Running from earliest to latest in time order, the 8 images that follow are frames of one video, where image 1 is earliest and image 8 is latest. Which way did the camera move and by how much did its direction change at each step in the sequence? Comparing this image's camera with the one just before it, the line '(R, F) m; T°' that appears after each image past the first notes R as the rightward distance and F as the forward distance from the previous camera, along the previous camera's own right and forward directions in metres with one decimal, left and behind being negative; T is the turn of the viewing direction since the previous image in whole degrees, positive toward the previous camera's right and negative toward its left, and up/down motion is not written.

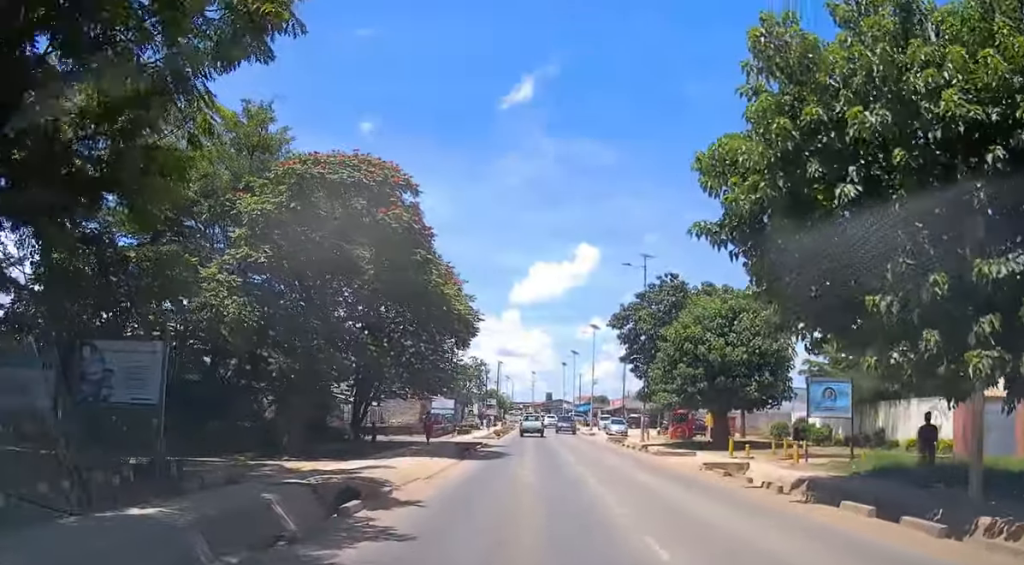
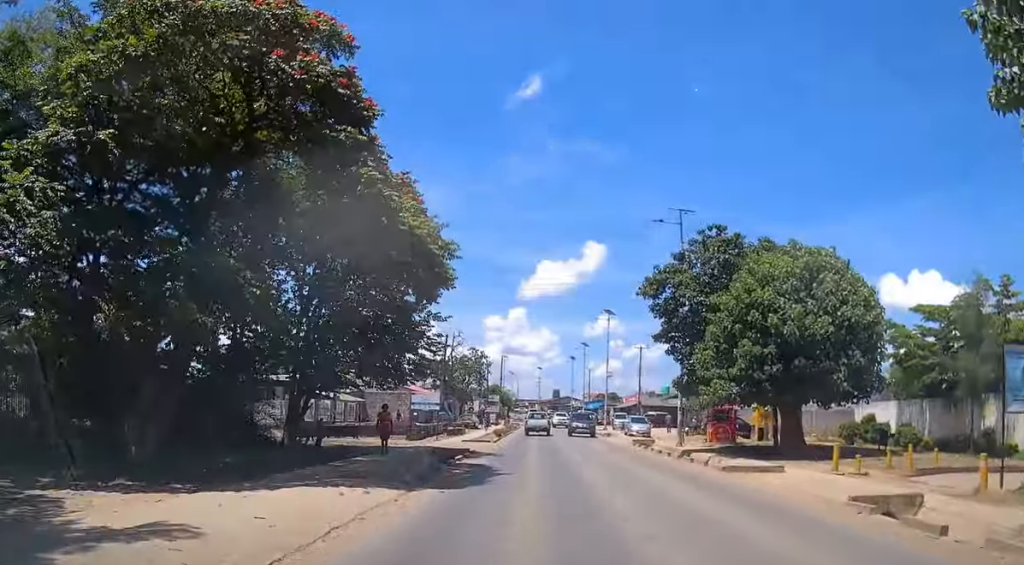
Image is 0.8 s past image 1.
(0.0, +9.9) m; 0°
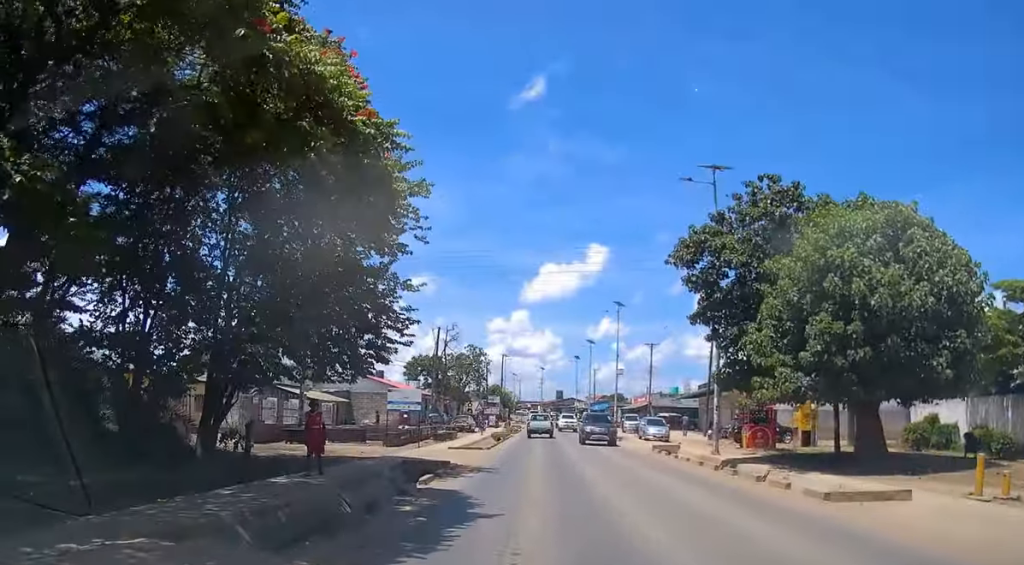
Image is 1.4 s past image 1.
(0.0, +6.7) m; 0°
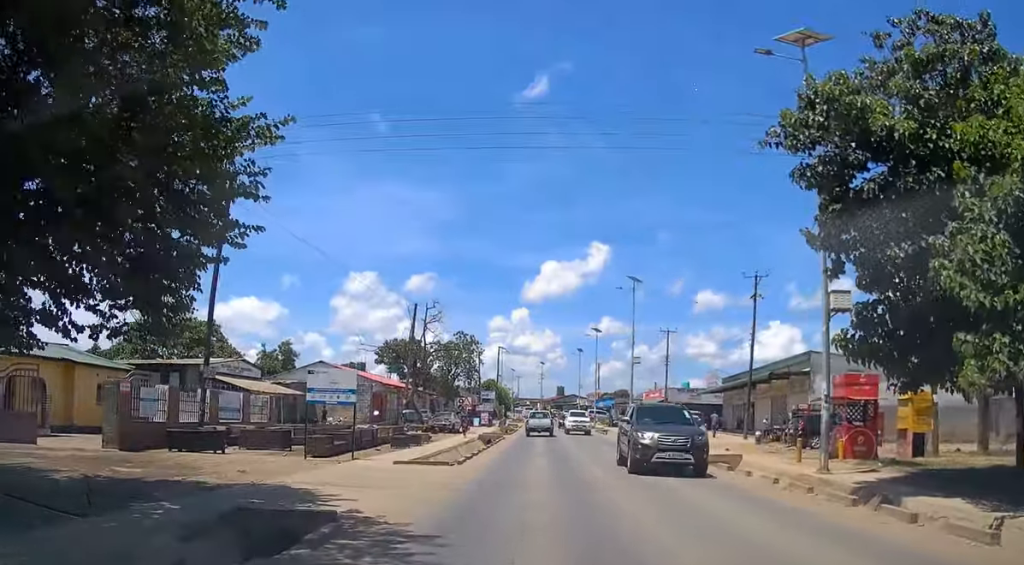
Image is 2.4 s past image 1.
(0.0, +11.2) m; 0°
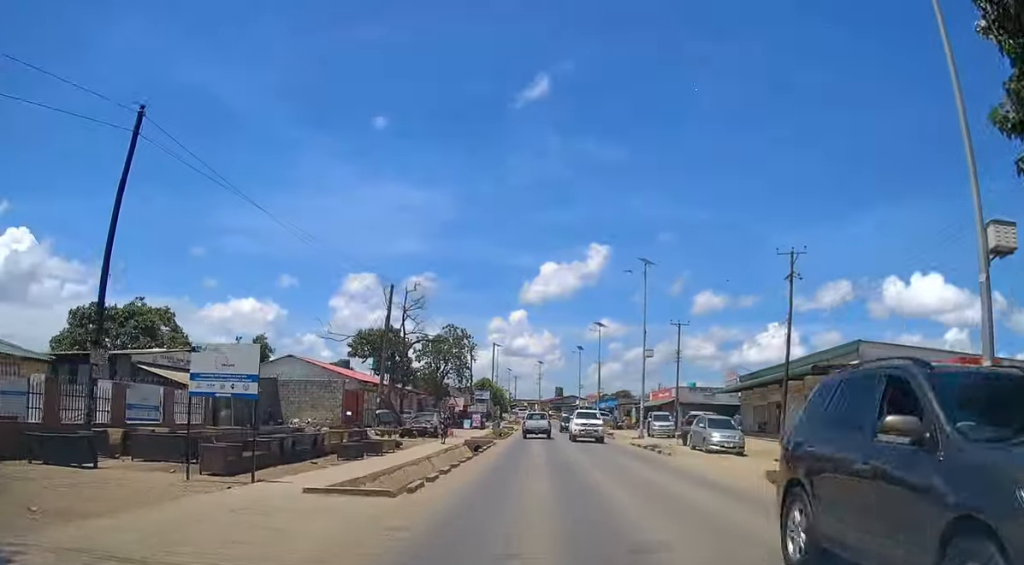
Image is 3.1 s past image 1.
(0.0, +7.2) m; 0°
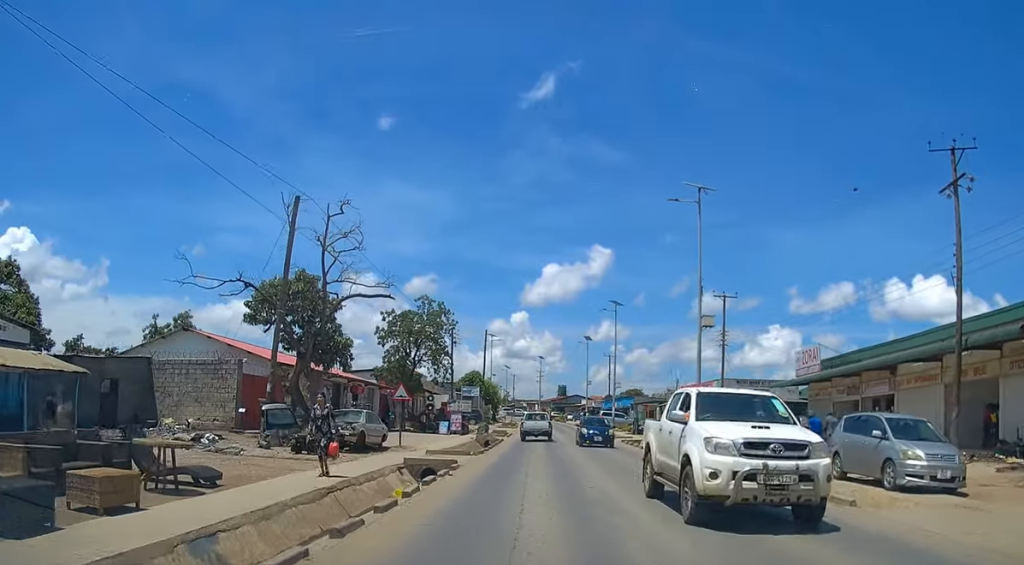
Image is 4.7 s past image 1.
(0.0, +16.7) m; 0°
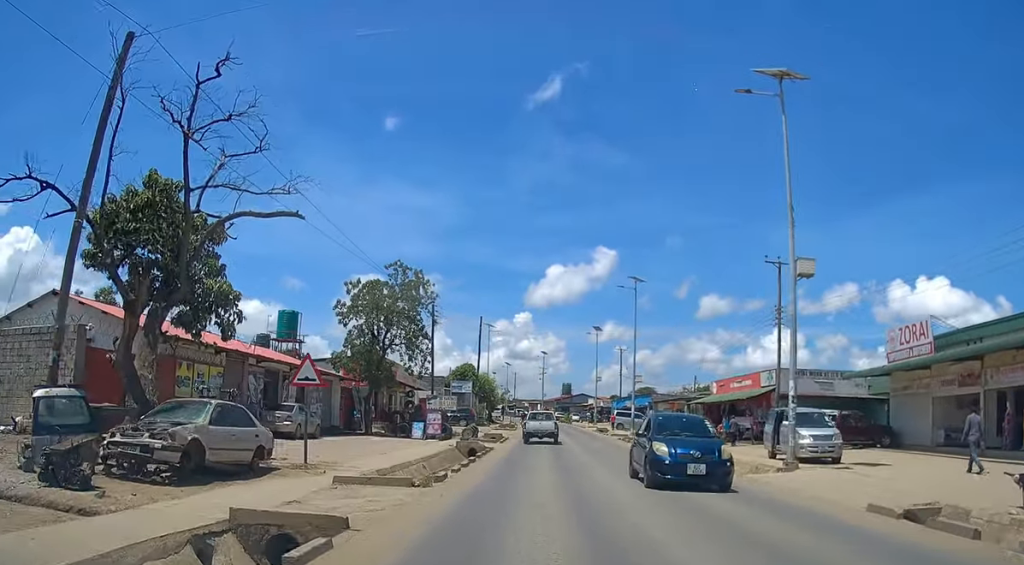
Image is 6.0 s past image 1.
(-0.1, +11.7) m; +1°
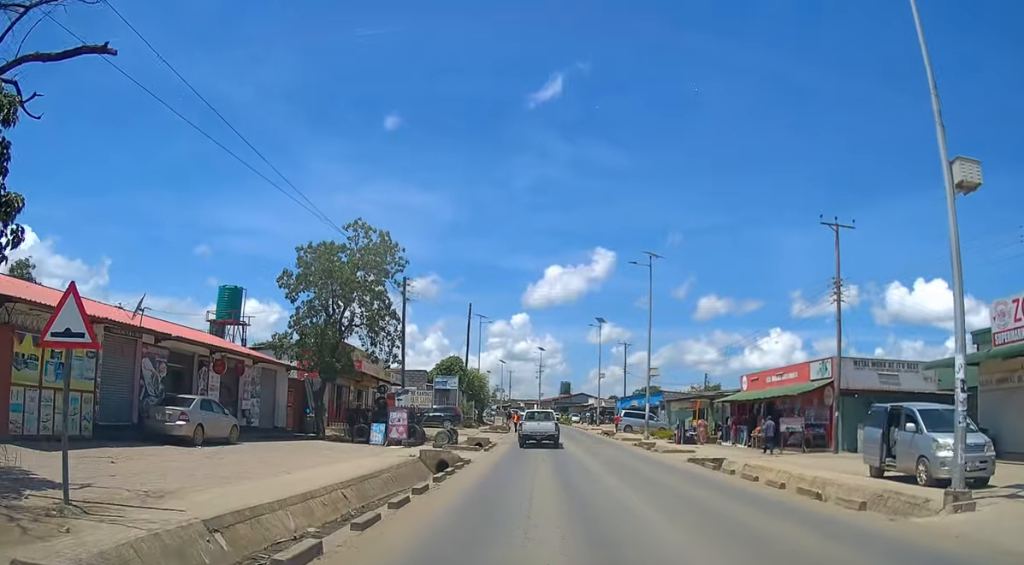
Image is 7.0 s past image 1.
(+0.2, +8.7) m; +1°
